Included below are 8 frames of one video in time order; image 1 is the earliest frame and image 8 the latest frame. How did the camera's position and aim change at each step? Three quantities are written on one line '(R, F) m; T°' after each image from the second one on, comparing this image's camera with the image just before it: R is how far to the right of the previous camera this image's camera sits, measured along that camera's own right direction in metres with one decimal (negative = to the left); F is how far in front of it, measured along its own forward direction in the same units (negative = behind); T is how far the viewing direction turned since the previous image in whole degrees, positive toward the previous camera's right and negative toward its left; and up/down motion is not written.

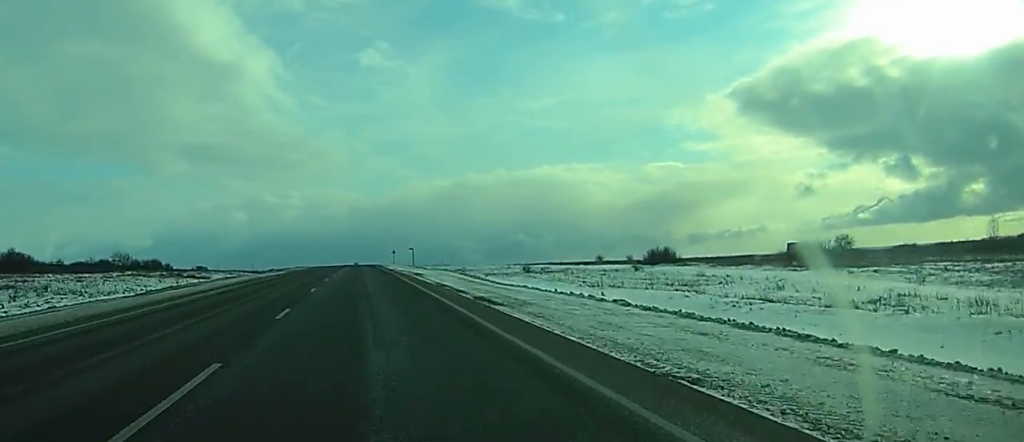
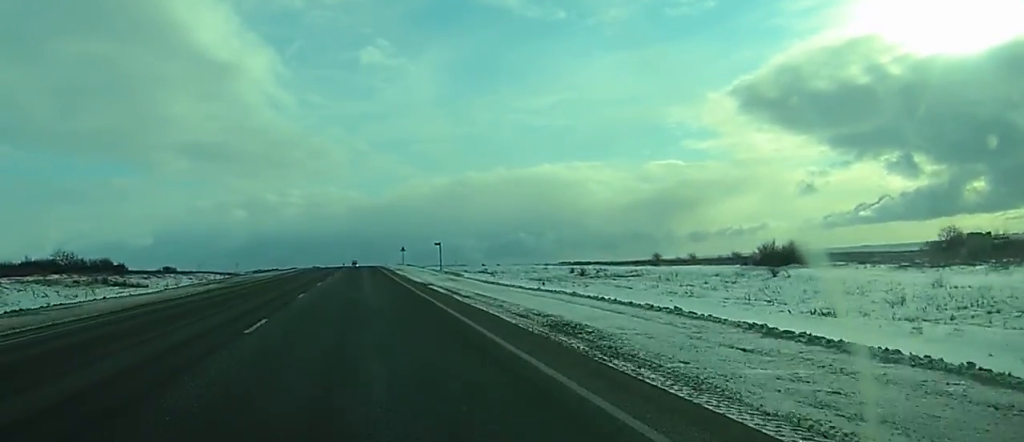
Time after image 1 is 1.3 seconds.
(-0.1, +37.3) m; -1°
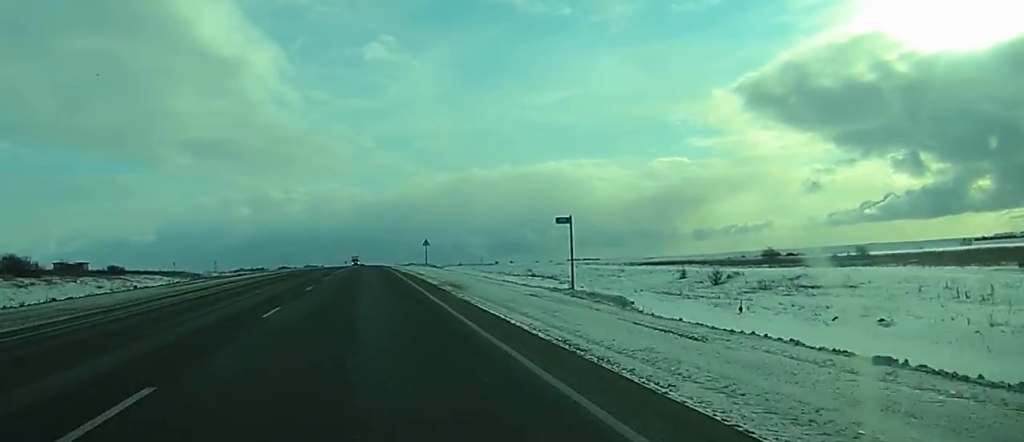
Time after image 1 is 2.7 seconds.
(-0.3, +43.9) m; 0°
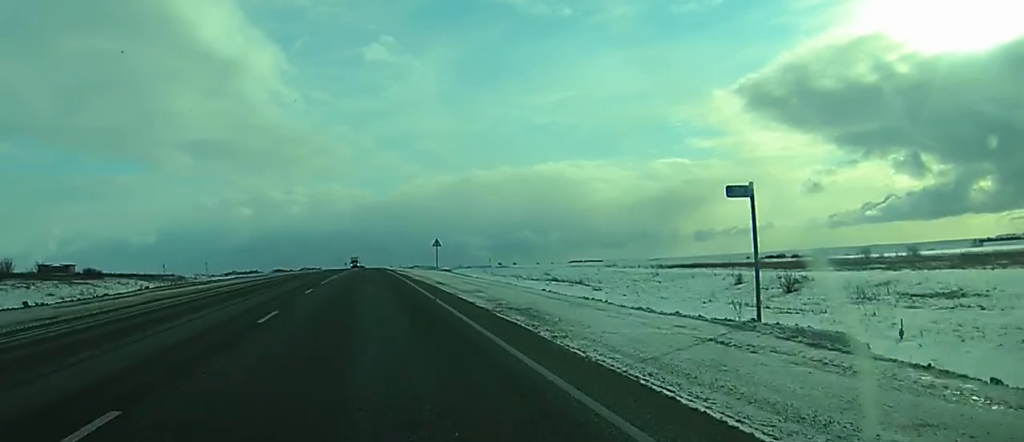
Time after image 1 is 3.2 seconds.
(-0.1, +13.0) m; 0°
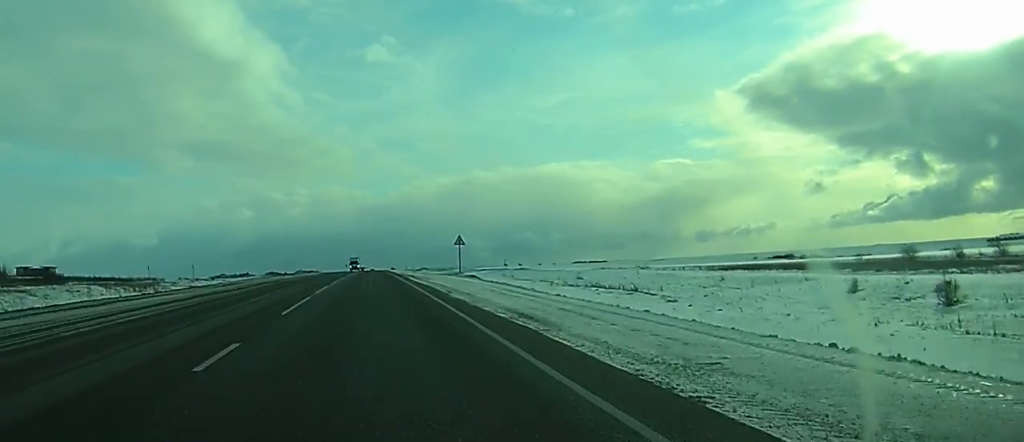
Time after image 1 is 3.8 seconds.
(+0.2, +18.1) m; 0°
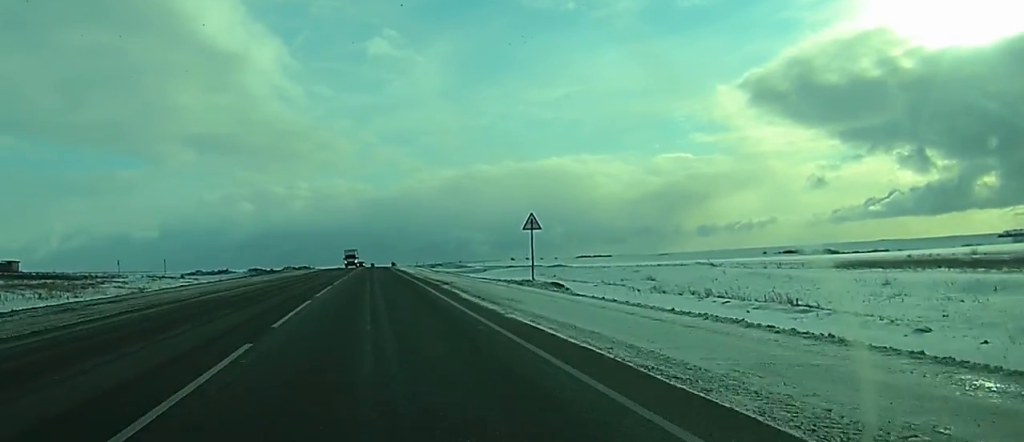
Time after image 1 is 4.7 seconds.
(+0.2, +27.3) m; 0°
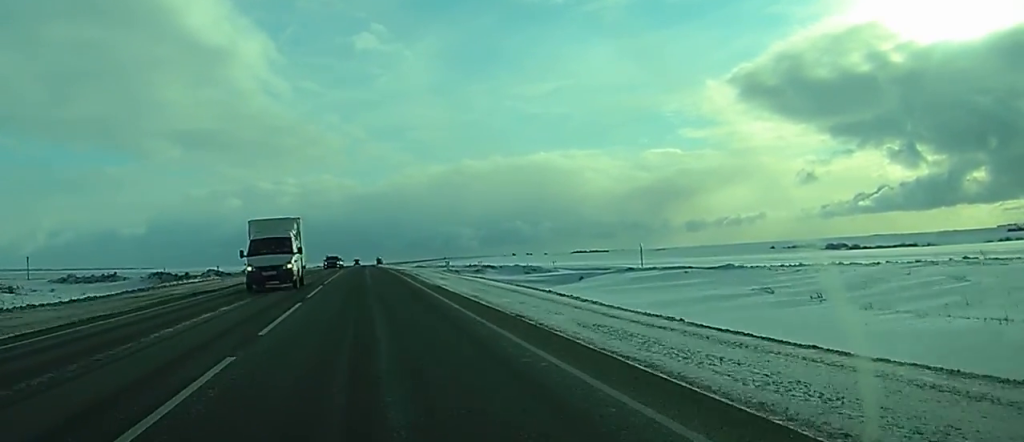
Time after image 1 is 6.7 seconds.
(+0.2, +61.3) m; 0°
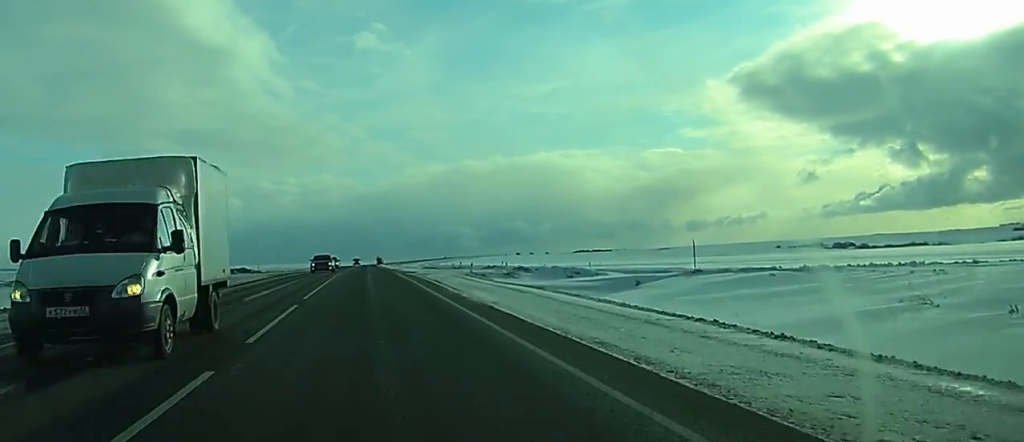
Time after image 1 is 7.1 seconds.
(0.0, +13.4) m; 0°
